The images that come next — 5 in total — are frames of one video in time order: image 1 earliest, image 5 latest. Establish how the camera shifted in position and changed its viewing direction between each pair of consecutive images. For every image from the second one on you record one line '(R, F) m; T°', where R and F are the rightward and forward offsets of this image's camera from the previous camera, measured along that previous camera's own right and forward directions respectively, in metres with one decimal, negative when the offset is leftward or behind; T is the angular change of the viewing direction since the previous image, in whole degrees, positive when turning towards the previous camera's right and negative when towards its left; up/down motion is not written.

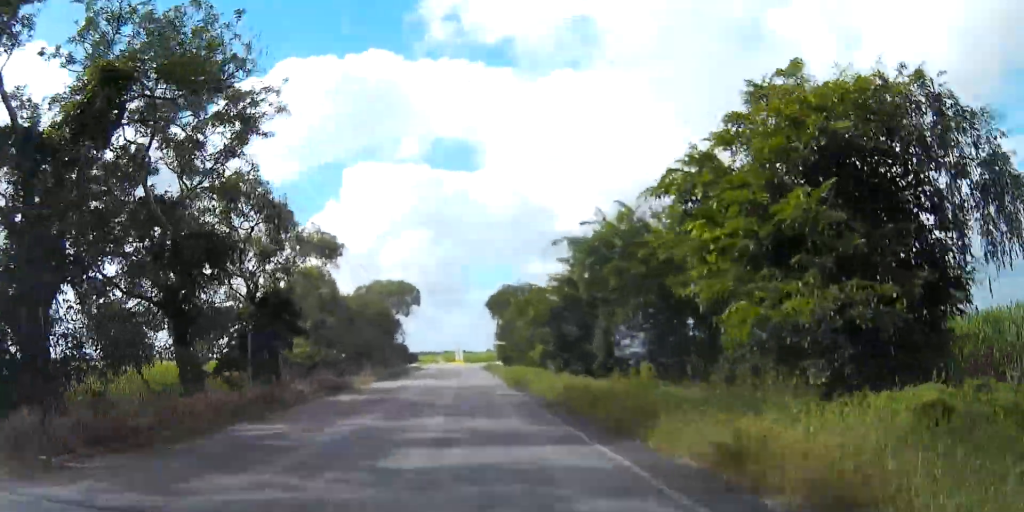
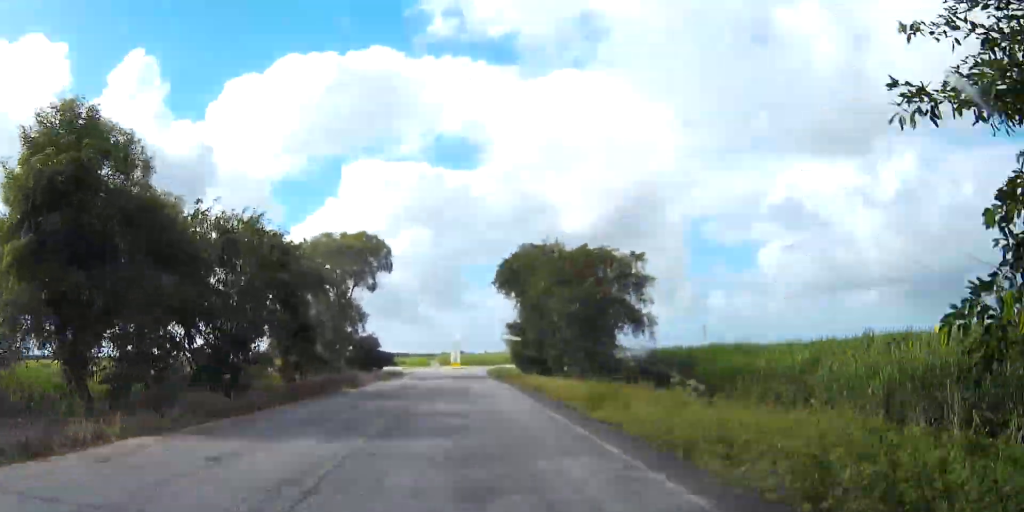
(-0.3, +31.7) m; -1°
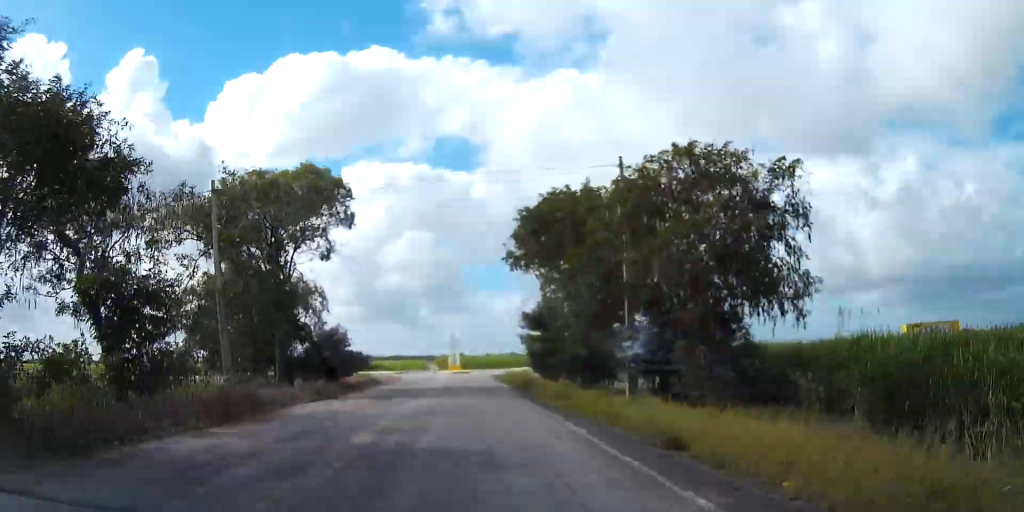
(-0.1, +19.0) m; 0°
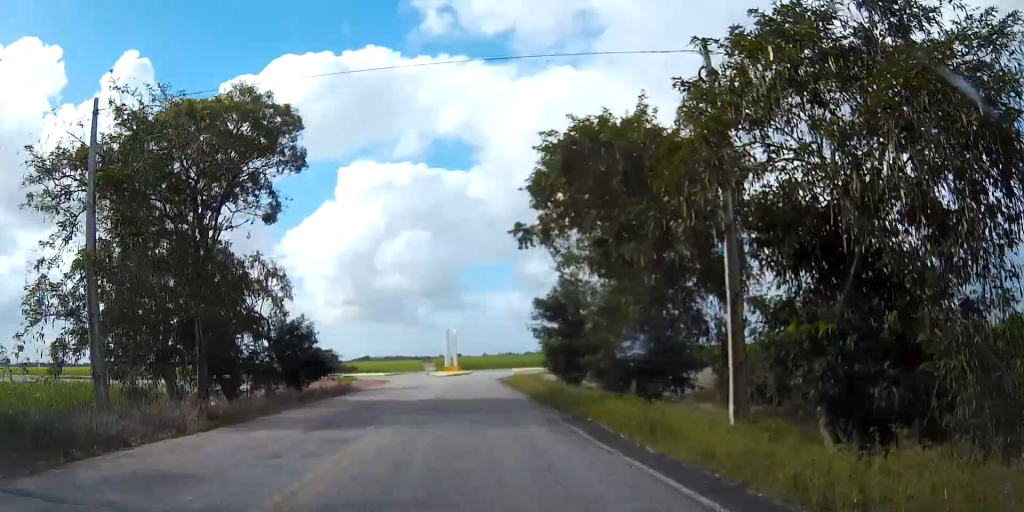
(0.0, +10.7) m; 0°
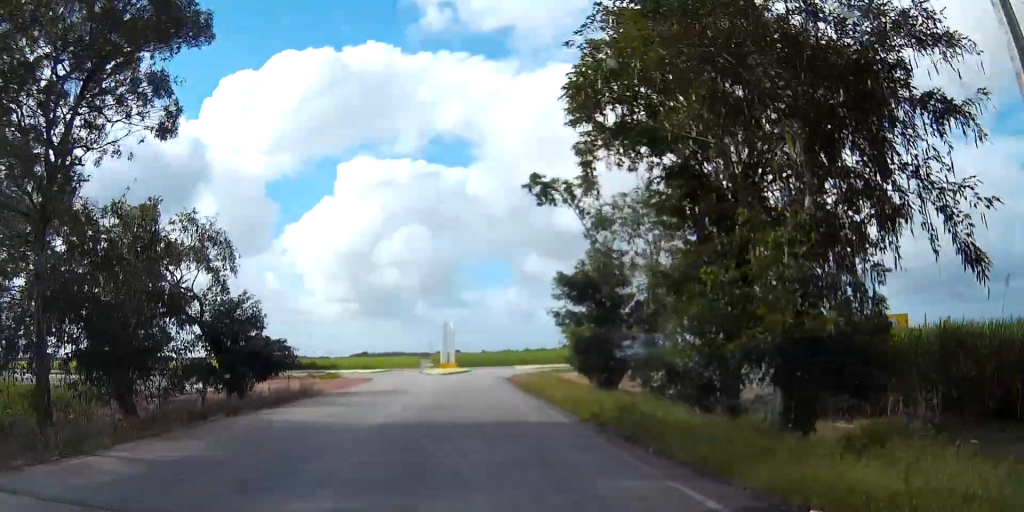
(0.0, +10.4) m; 0°
